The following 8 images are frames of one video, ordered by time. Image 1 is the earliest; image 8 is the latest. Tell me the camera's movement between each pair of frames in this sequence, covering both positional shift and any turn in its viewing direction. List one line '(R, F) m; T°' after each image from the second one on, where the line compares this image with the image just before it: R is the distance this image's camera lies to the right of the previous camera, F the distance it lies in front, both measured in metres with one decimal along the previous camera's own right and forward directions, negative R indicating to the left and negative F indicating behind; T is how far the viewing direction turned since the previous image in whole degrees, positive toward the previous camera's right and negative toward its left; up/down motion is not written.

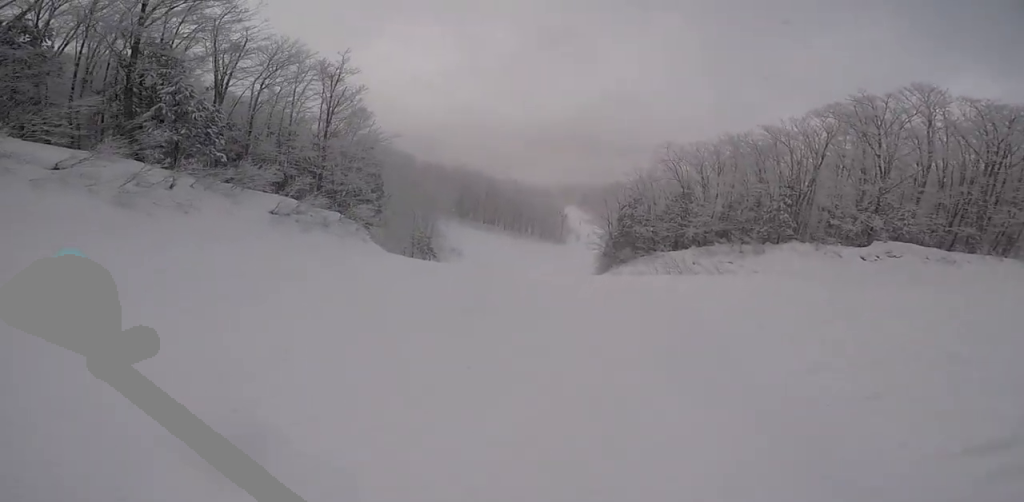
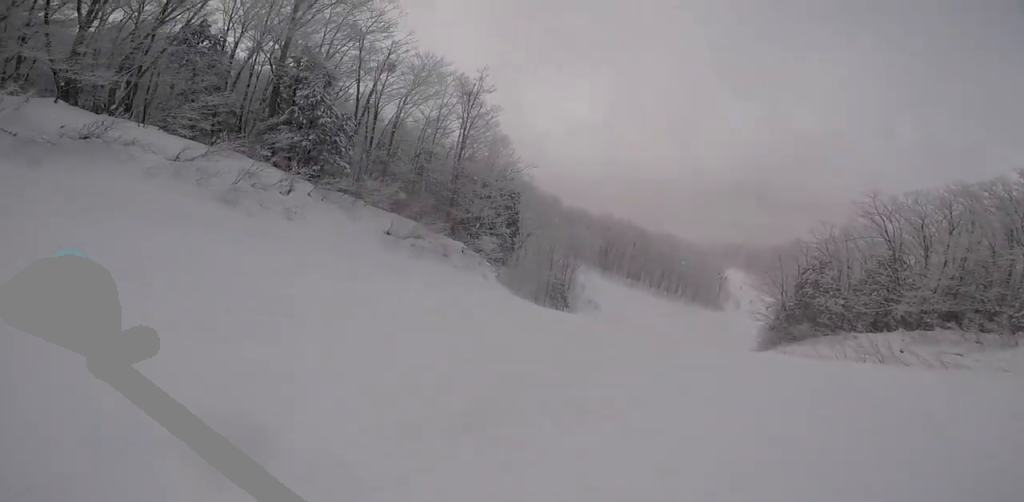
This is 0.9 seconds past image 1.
(-0.4, +4.4) m; -30°
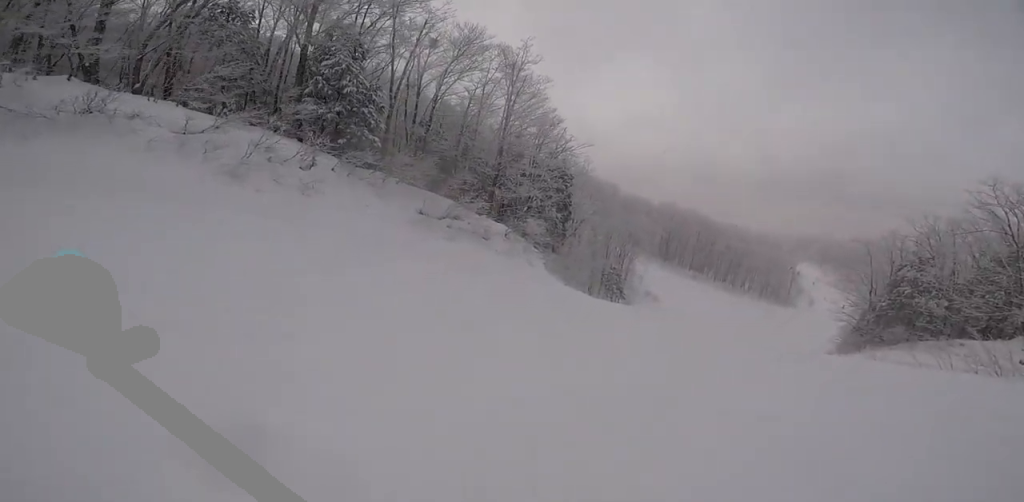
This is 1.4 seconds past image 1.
(-0.5, +2.2) m; -14°
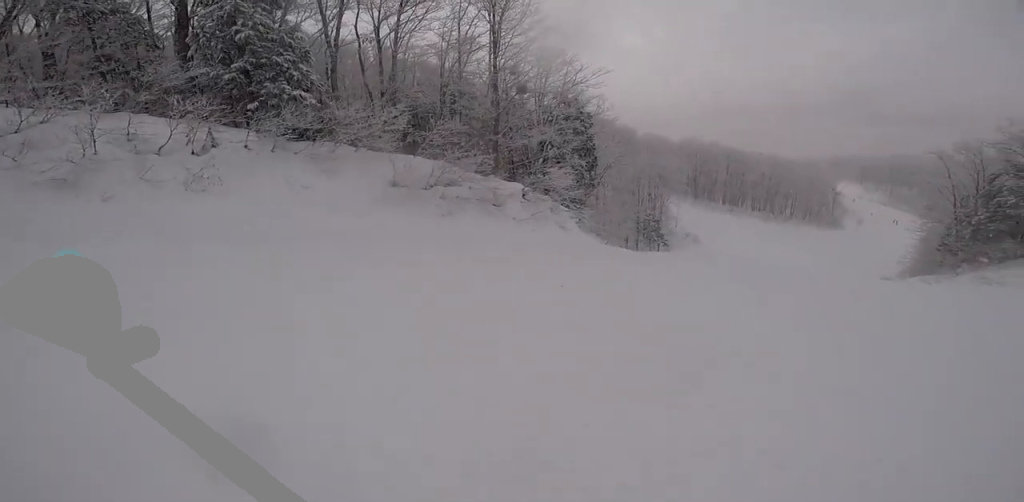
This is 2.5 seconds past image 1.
(-1.8, +5.6) m; -7°
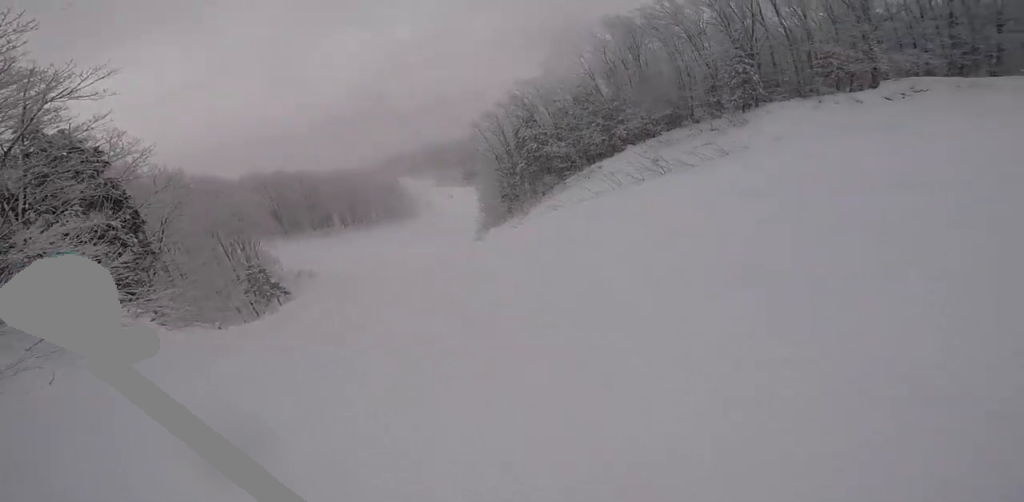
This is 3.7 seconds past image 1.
(+1.4, +6.4) m; +40°
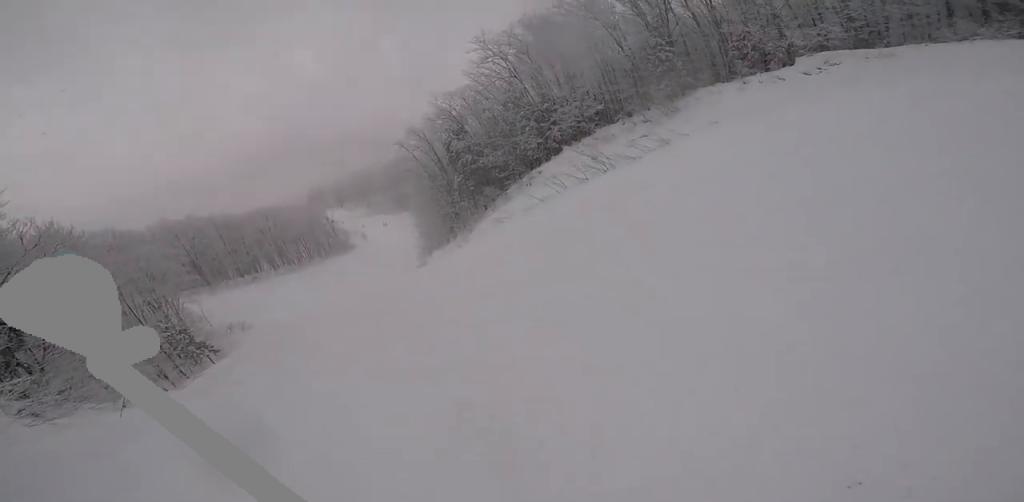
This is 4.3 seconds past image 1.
(+0.2, +2.4) m; +19°
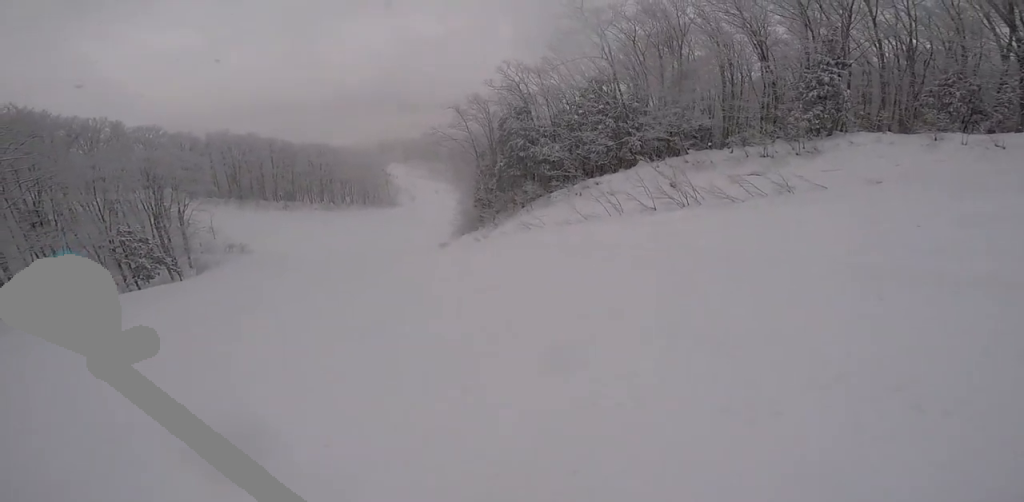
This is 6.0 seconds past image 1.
(+3.9, +8.6) m; +11°
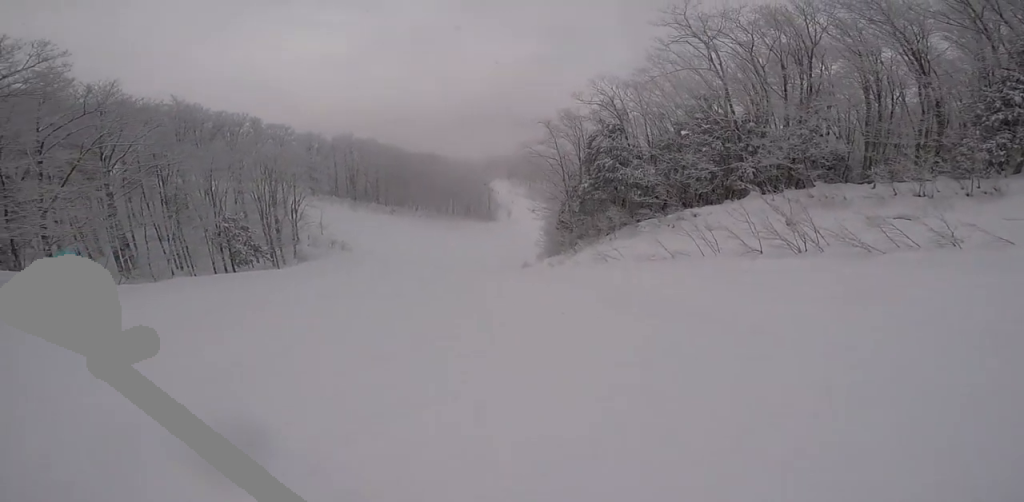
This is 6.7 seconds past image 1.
(-0.8, +3.6) m; -12°
